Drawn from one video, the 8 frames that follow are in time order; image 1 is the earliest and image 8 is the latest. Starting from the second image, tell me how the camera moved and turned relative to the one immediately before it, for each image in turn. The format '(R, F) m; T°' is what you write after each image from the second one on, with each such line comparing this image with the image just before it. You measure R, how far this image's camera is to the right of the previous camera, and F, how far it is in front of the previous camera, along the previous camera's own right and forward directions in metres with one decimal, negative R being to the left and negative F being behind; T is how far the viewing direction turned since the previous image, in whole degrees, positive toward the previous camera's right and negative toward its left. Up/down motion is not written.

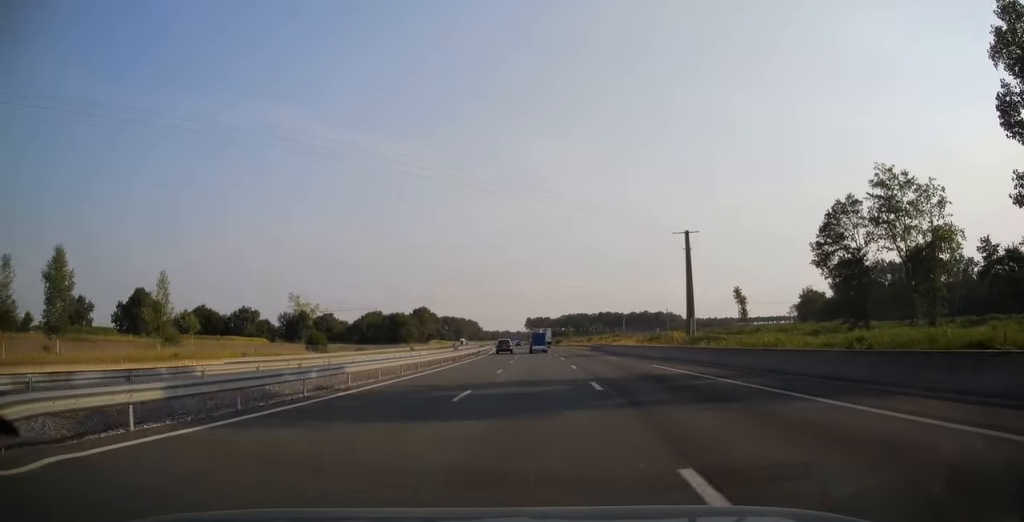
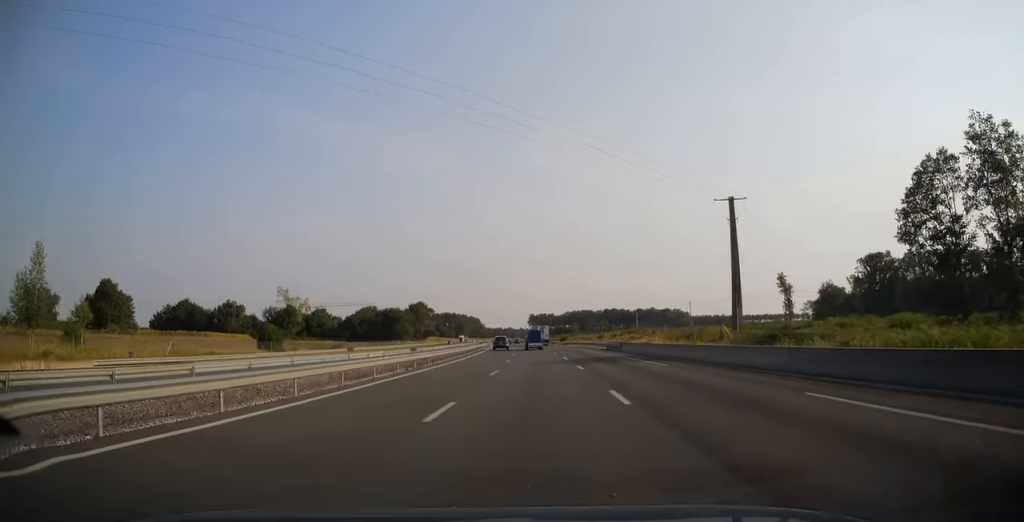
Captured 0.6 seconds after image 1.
(-0.1, +17.1) m; 0°
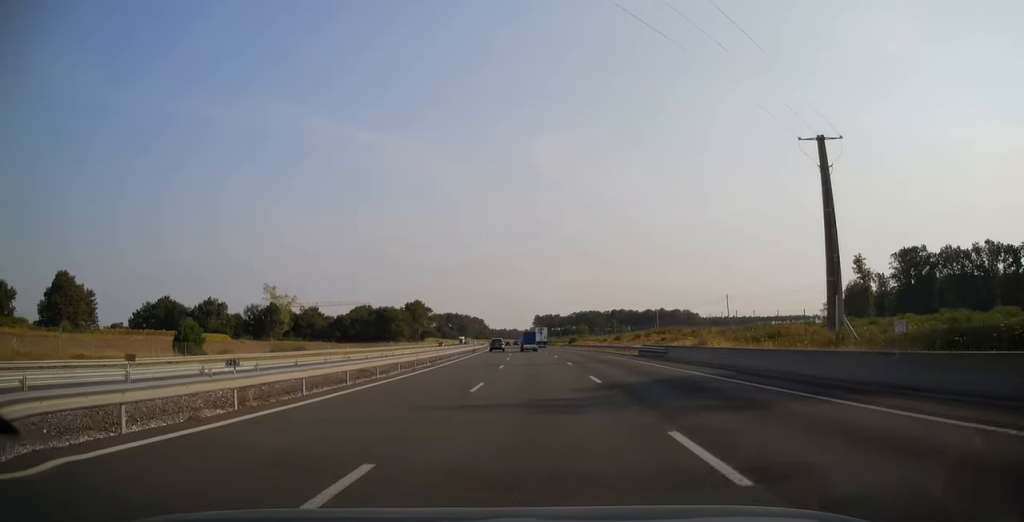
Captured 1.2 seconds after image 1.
(-0.1, +19.5) m; -1°
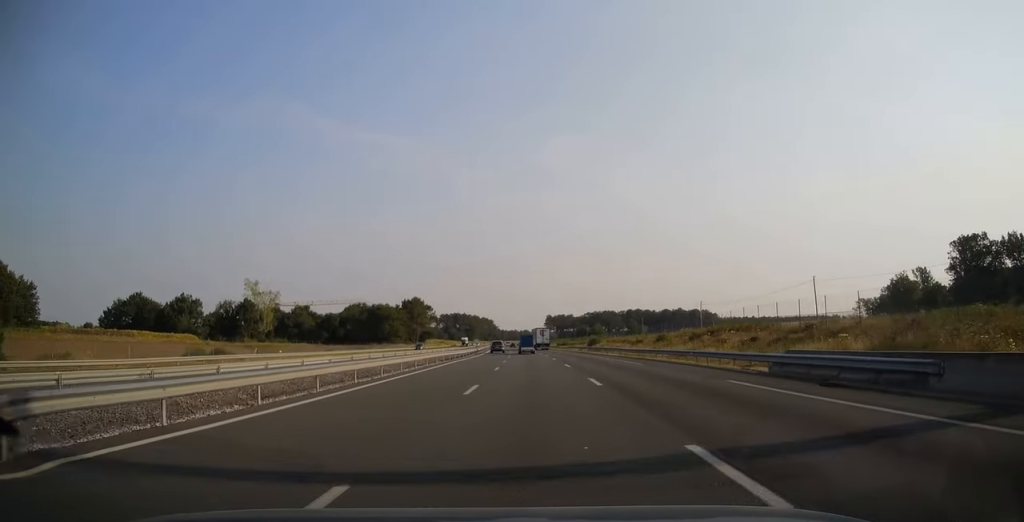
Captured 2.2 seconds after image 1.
(-0.2, +26.9) m; -1°
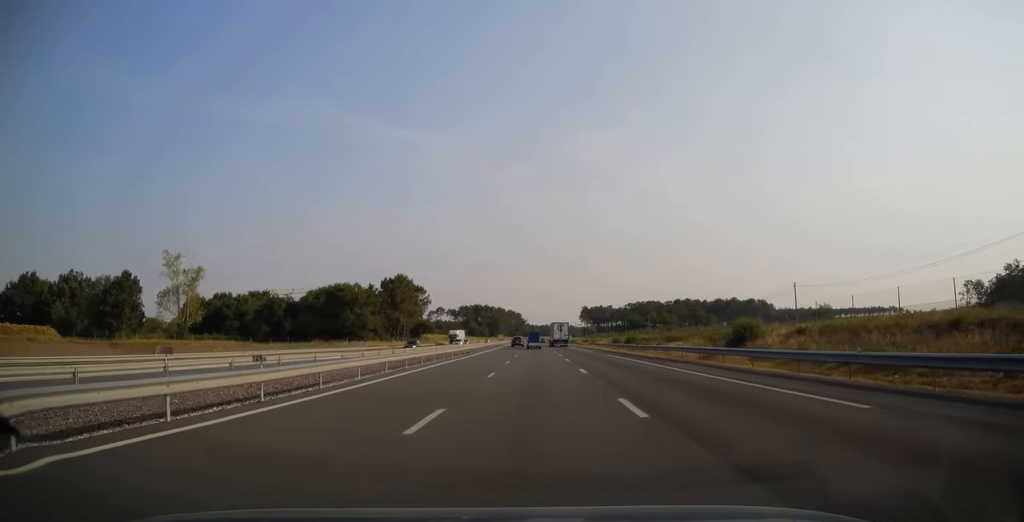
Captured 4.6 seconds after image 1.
(-1.9, +72.1) m; -3°
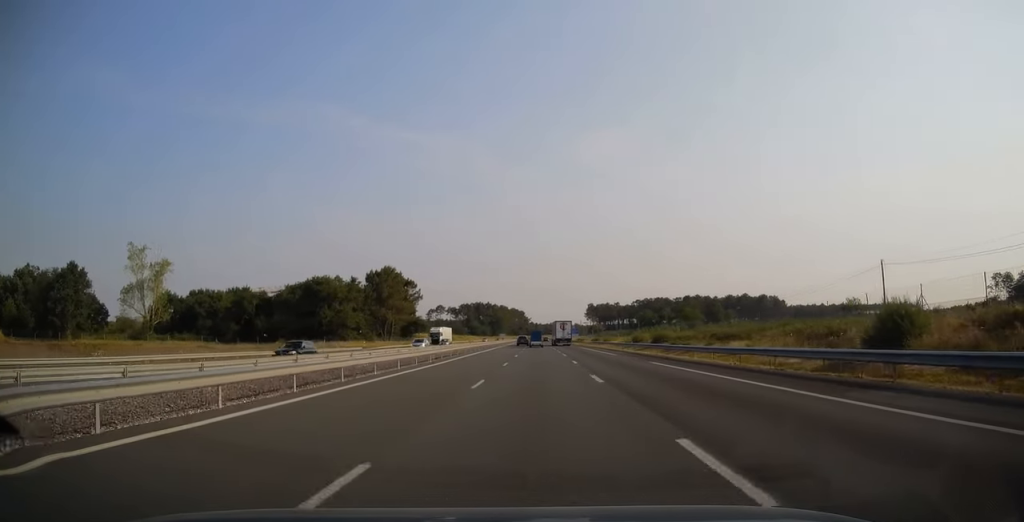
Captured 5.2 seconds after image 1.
(-0.1, +18.2) m; 0°
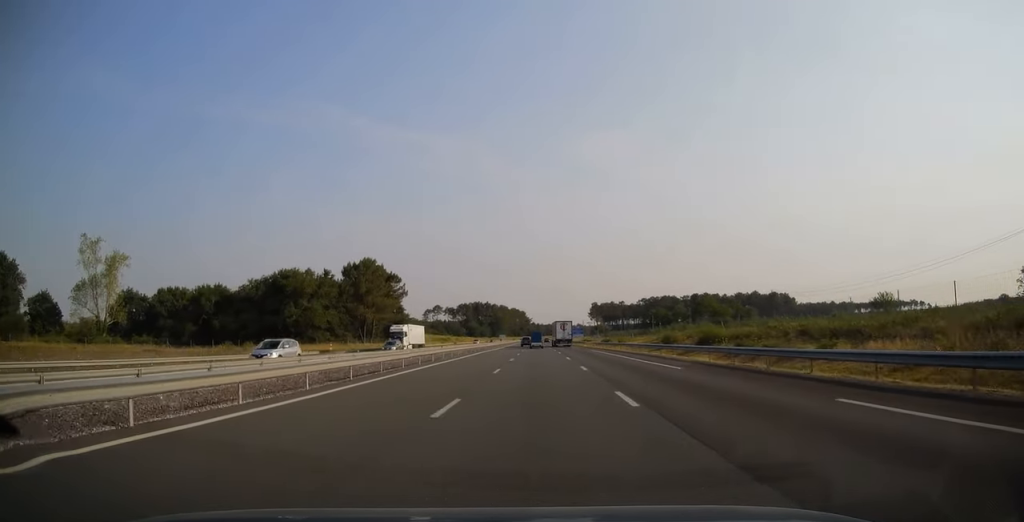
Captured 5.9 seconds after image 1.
(-0.1, +19.2) m; 0°
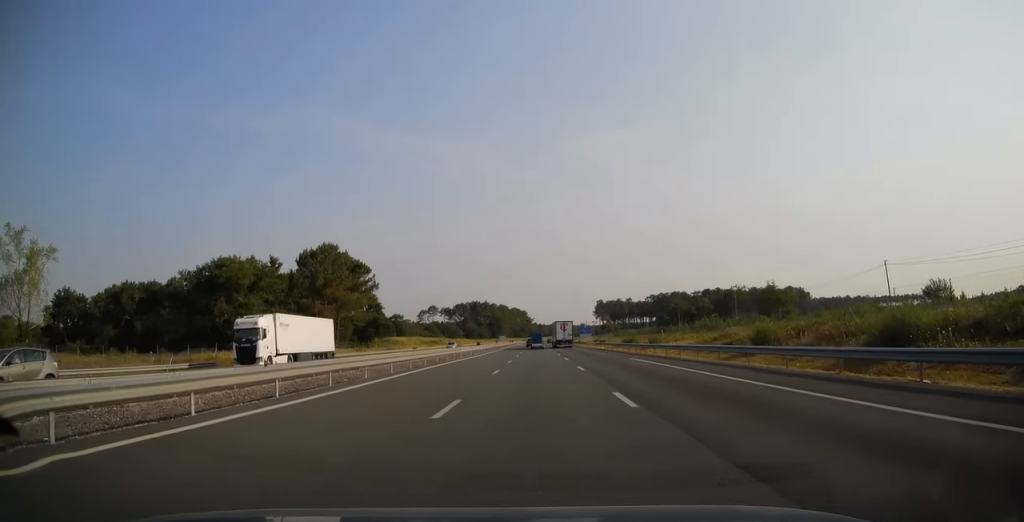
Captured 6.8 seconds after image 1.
(-0.1, +26.0) m; 0°
